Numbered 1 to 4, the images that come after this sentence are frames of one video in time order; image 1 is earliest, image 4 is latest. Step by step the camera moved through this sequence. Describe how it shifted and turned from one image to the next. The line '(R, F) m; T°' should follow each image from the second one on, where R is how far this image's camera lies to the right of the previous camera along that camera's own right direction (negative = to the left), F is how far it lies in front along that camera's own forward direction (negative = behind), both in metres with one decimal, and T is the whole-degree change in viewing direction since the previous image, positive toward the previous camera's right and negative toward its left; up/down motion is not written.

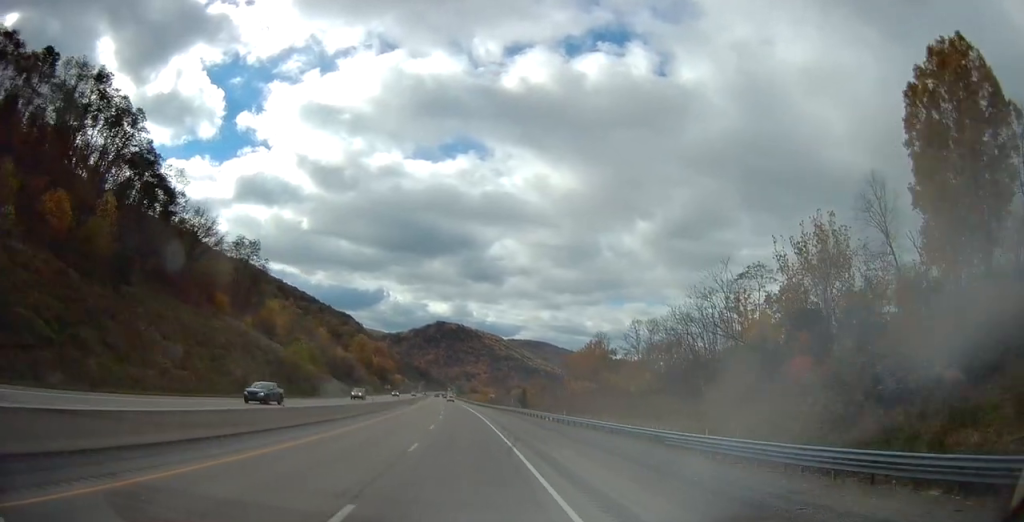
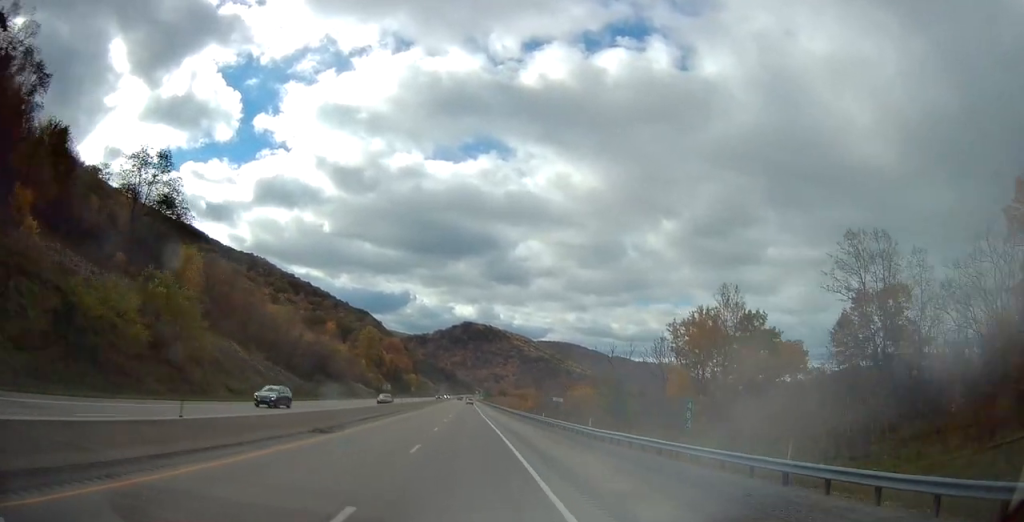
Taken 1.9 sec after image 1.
(-1.4, +61.0) m; -3°
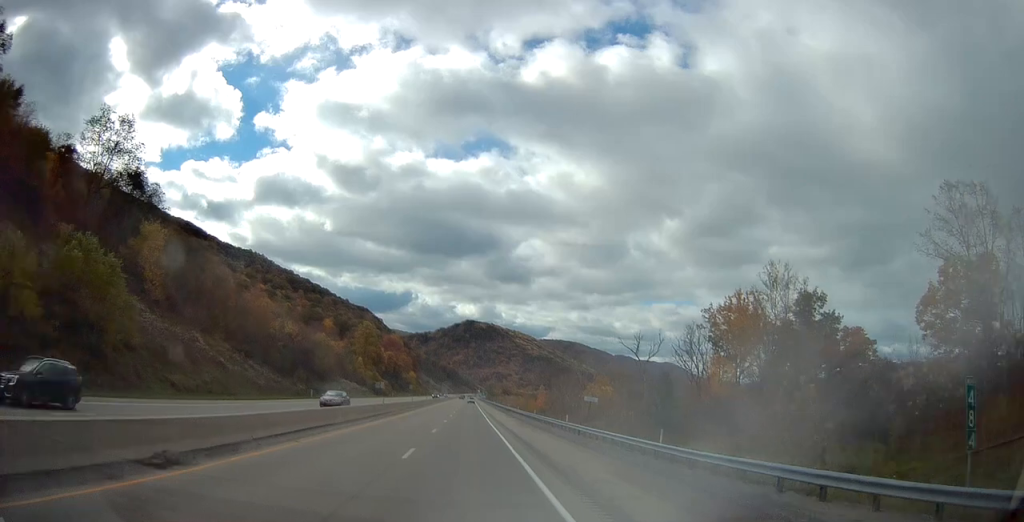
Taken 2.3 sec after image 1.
(-0.1, +13.9) m; -1°
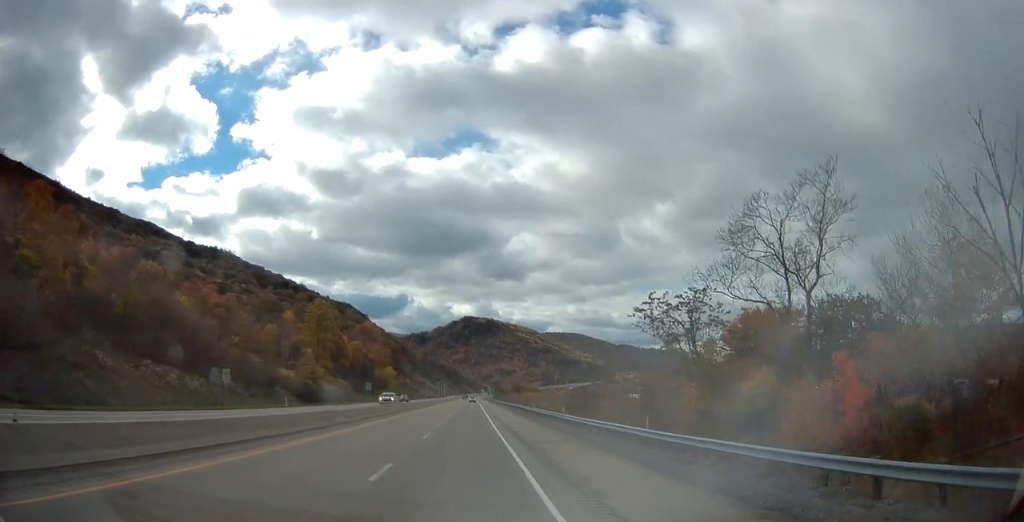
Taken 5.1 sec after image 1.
(-1.0, +90.0) m; 0°
